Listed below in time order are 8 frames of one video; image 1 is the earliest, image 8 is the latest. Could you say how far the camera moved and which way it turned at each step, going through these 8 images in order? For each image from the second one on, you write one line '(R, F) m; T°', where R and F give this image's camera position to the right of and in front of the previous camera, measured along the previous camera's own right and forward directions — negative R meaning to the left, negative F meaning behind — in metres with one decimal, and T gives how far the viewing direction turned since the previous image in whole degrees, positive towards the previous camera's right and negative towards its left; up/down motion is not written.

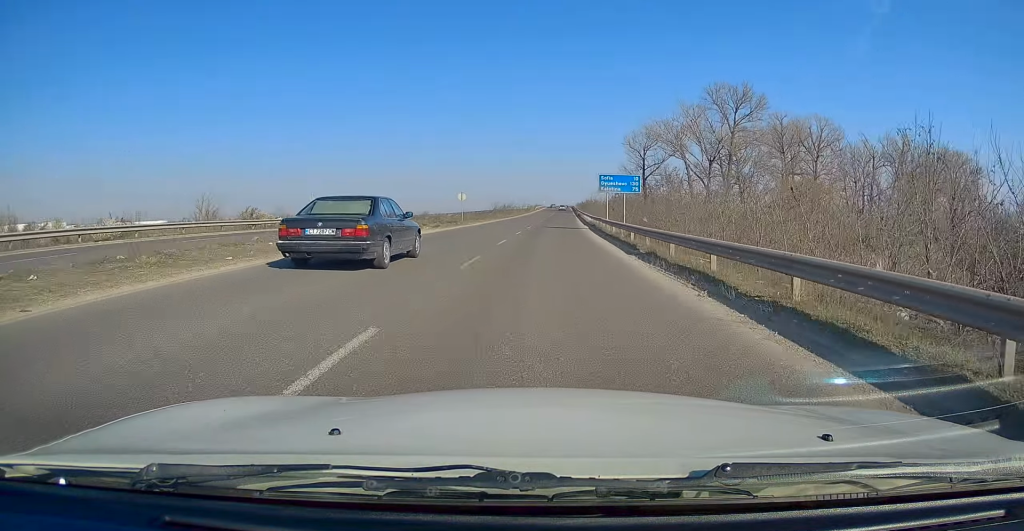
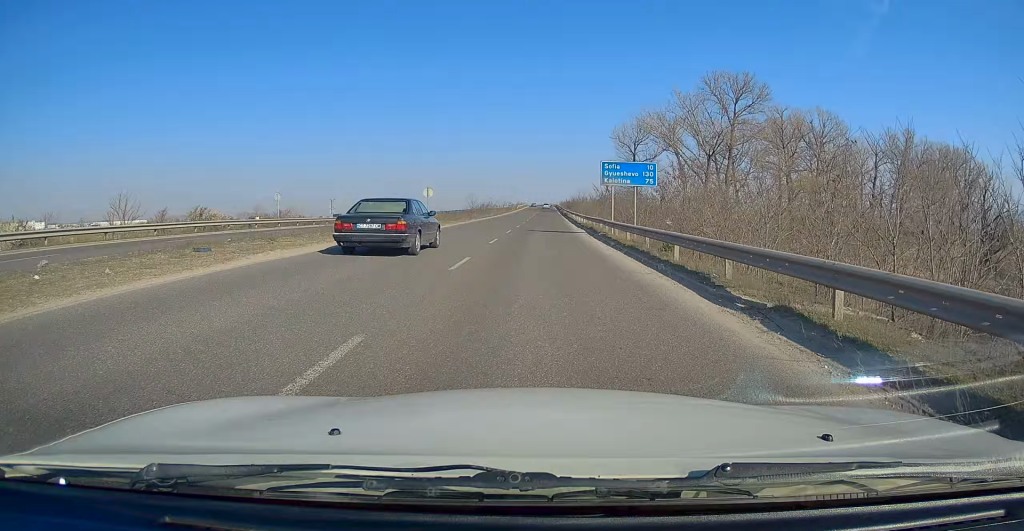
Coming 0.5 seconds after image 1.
(+0.2, +9.2) m; +2°
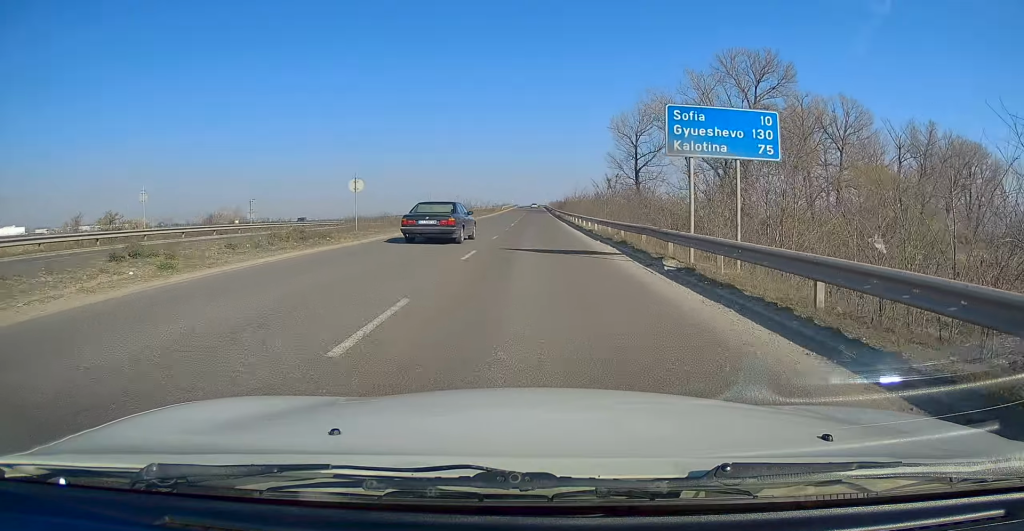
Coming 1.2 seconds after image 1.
(+0.3, +15.6) m; +1°
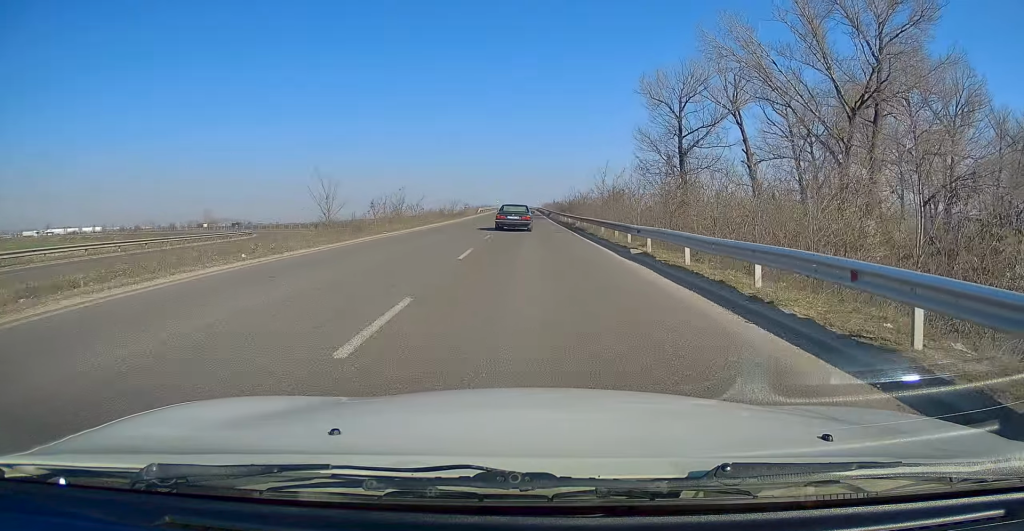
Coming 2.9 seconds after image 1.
(+0.3, +35.6) m; +1°
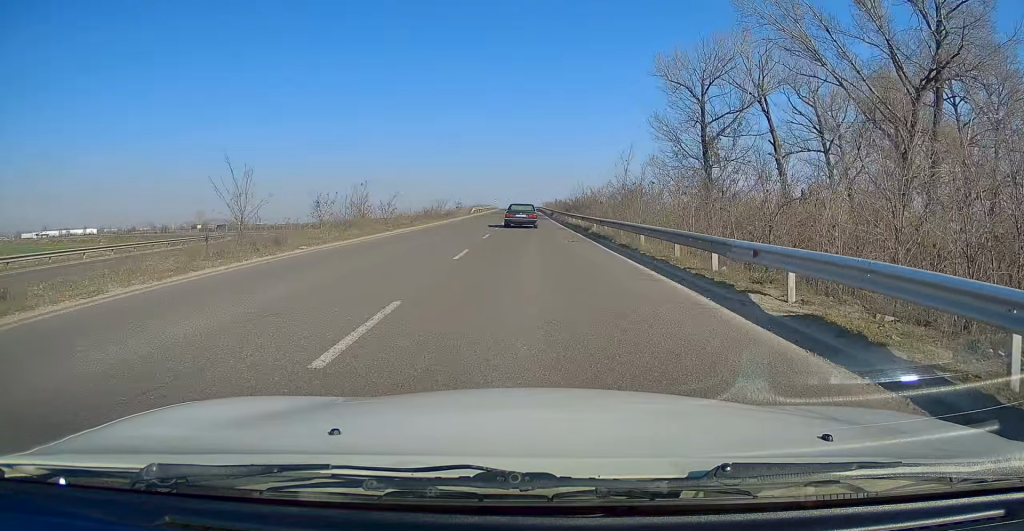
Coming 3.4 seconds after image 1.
(+0.2, +9.2) m; 0°
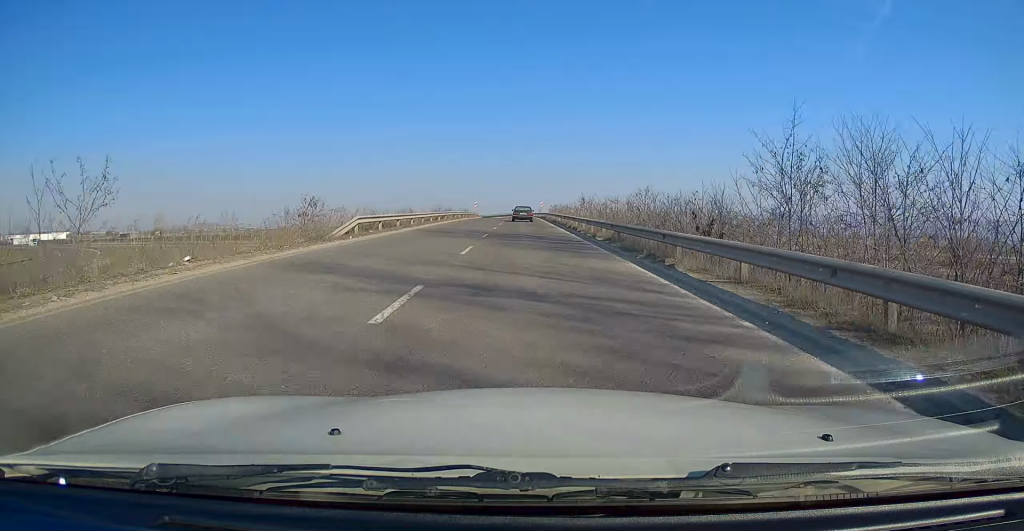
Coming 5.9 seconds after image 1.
(-0.8, +53.0) m; -1°
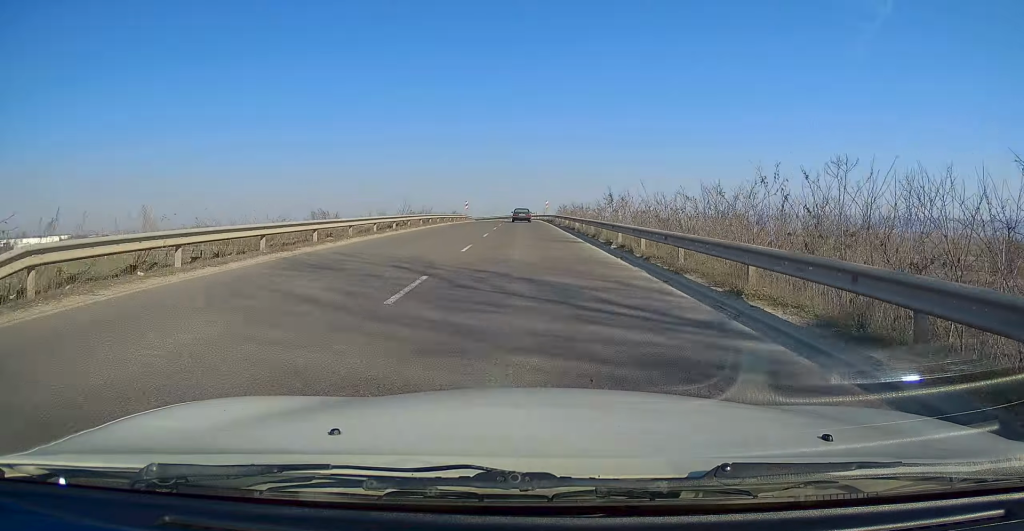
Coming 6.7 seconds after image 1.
(+0.1, +16.5) m; 0°
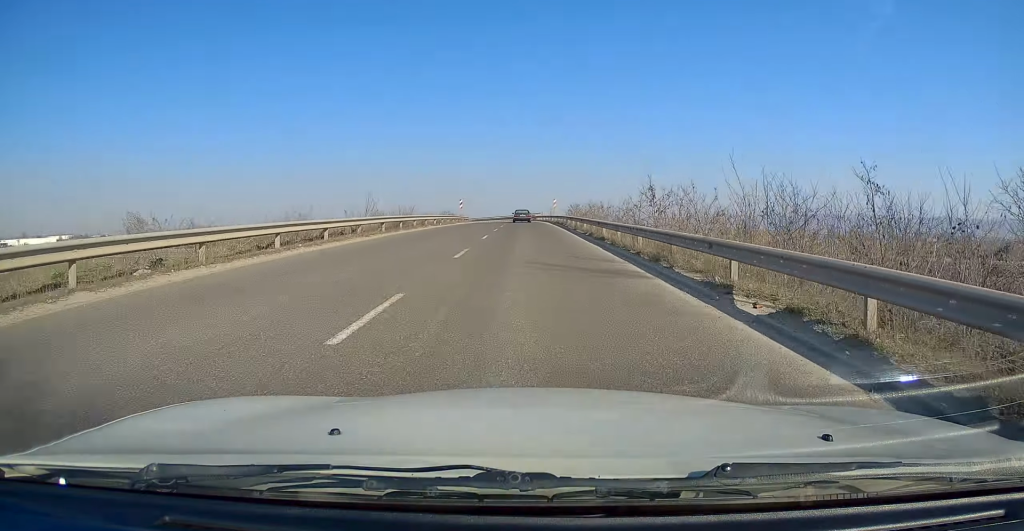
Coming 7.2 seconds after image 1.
(0.0, +11.1) m; 0°
